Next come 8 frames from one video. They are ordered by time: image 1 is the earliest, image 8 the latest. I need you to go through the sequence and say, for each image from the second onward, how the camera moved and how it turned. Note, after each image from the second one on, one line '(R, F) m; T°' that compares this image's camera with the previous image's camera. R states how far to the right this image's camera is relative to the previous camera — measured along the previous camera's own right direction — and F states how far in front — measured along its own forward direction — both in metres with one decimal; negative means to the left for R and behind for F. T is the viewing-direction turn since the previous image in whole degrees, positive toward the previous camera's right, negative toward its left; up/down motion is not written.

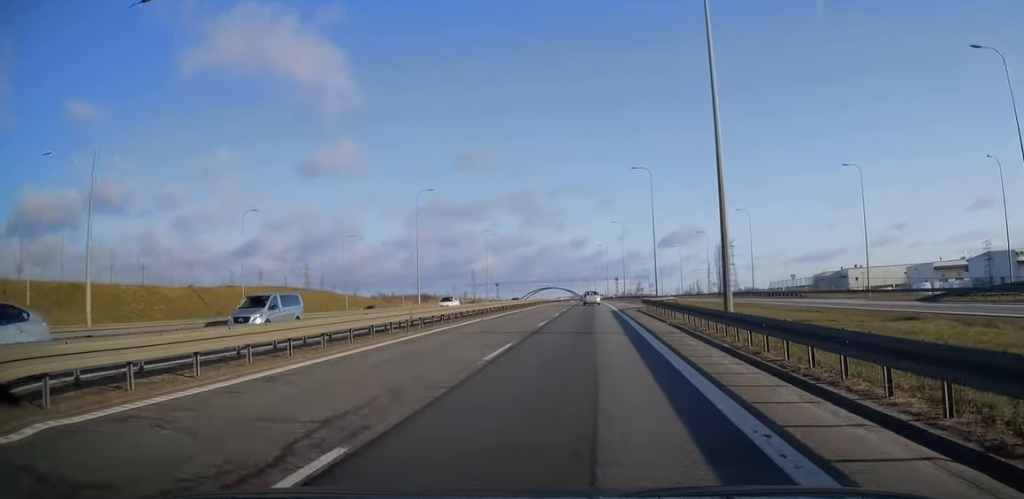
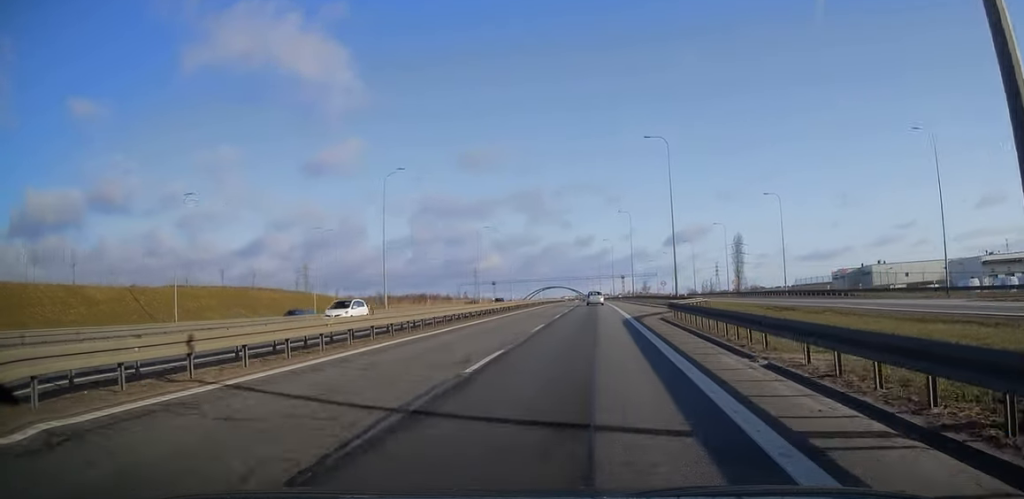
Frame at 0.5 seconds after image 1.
(0.0, +14.3) m; 0°
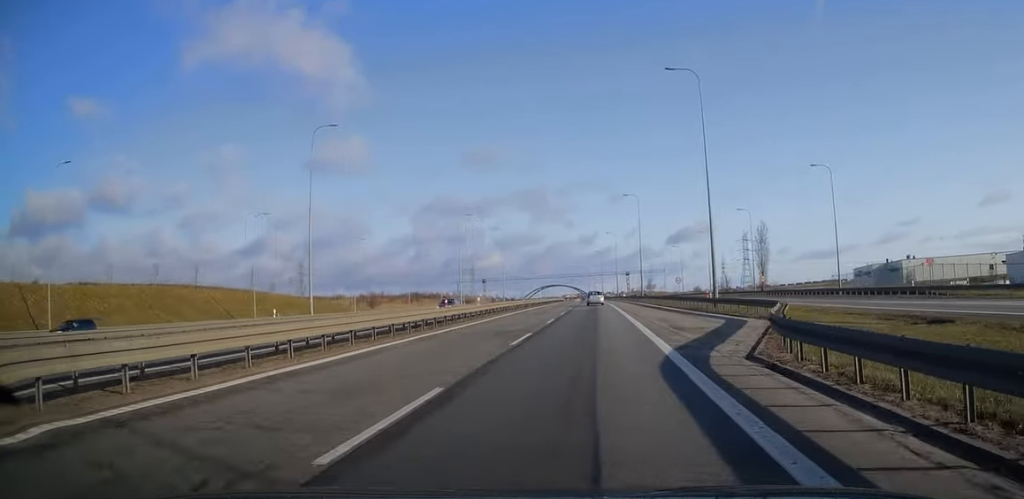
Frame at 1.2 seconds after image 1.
(-0.2, +17.9) m; 0°
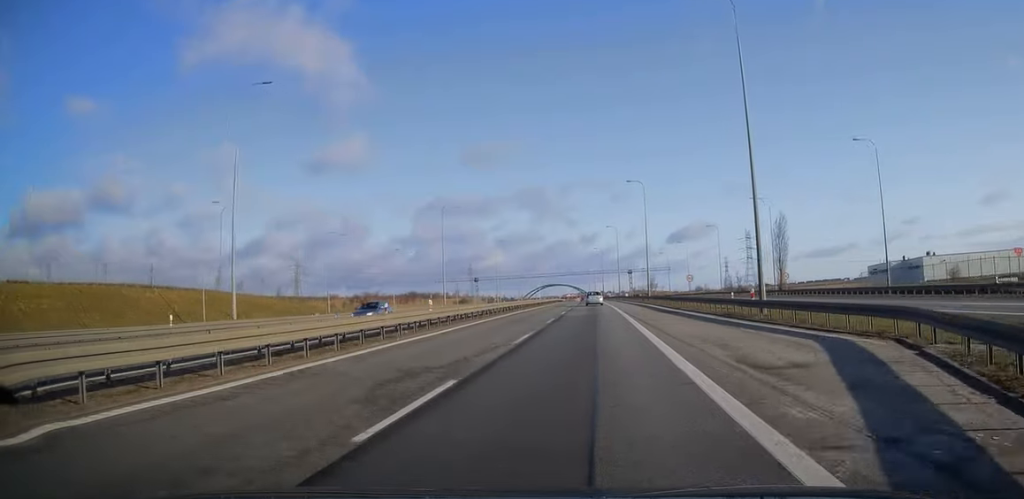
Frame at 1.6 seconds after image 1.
(-0.1, +11.1) m; 0°
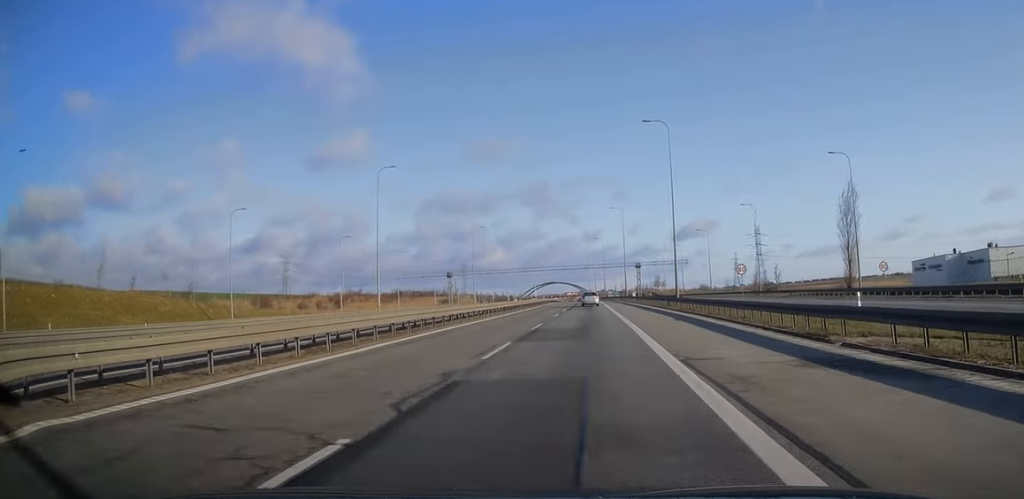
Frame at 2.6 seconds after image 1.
(0.0, +28.1) m; 0°
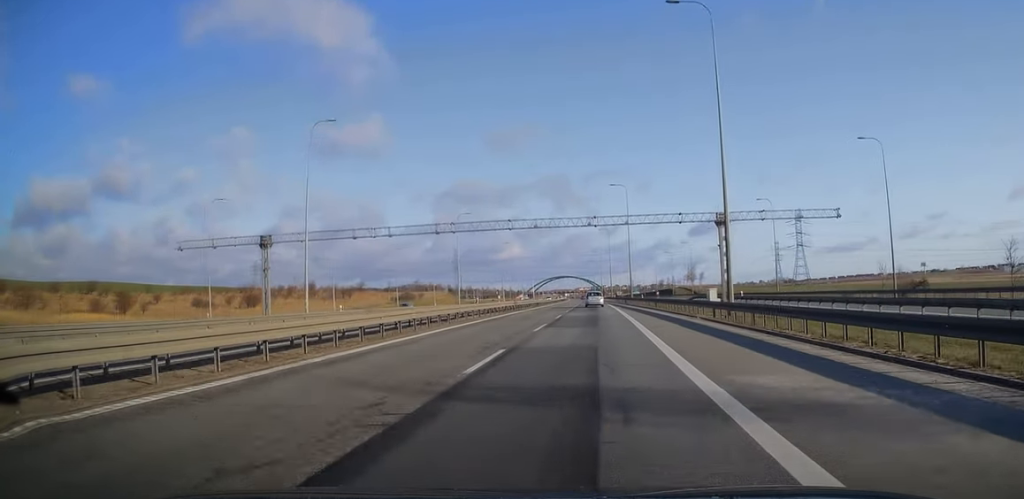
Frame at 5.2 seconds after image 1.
(-0.5, +74.0) m; -1°
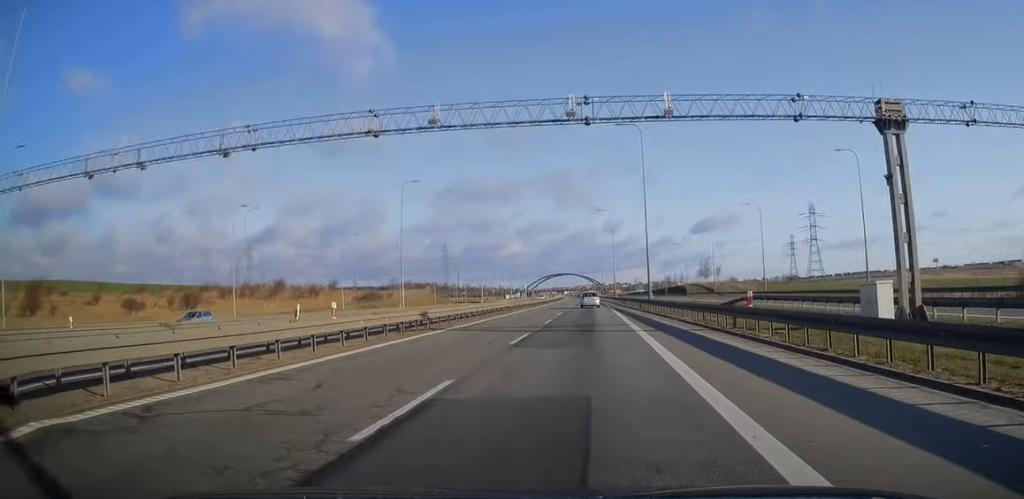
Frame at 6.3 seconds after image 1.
(-0.1, +29.2) m; 0°
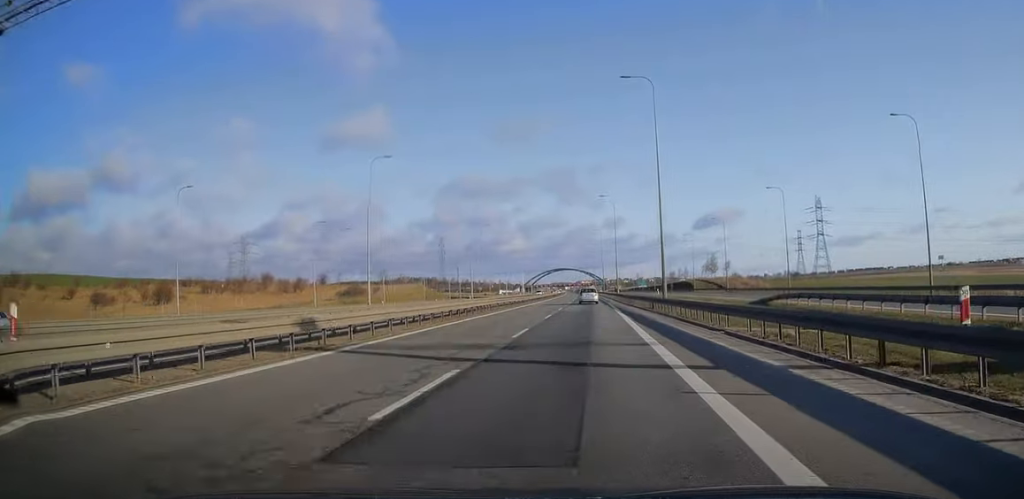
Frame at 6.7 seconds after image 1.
(0.0, +11.1) m; 0°
